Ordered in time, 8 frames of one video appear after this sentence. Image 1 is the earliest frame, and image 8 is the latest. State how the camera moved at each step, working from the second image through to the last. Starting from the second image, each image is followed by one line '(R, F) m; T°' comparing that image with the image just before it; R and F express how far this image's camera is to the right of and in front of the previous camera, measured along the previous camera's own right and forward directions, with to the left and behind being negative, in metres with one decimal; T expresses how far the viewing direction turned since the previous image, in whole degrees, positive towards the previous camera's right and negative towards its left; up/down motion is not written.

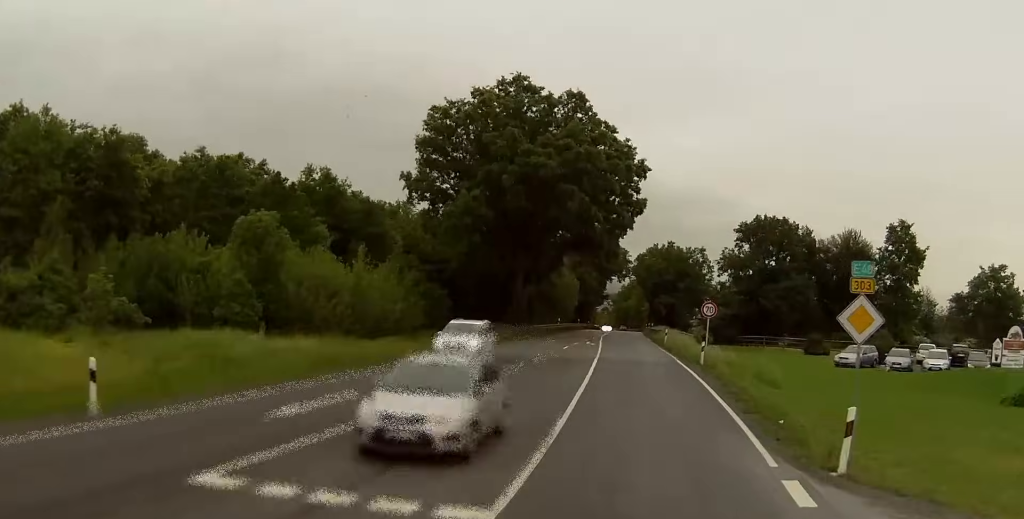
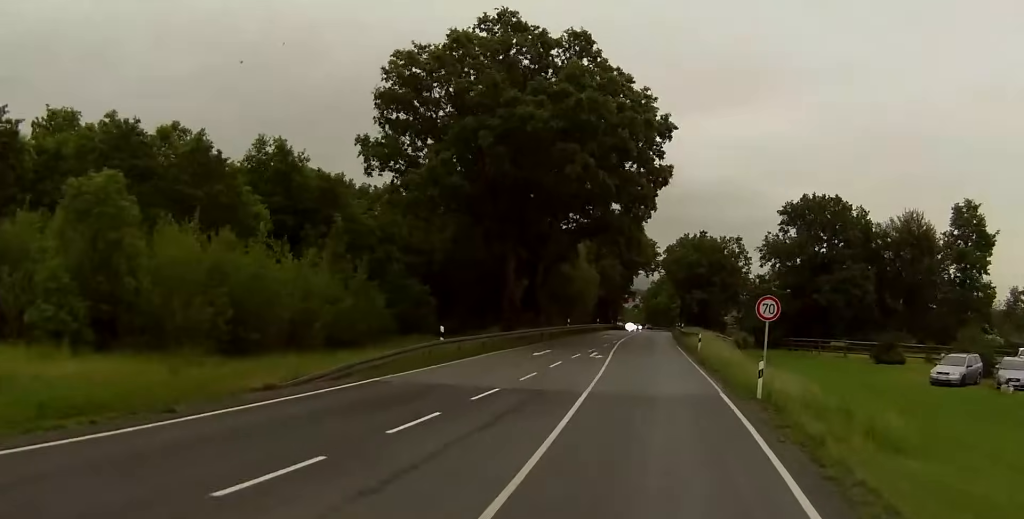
(-0.5, +15.6) m; -3°
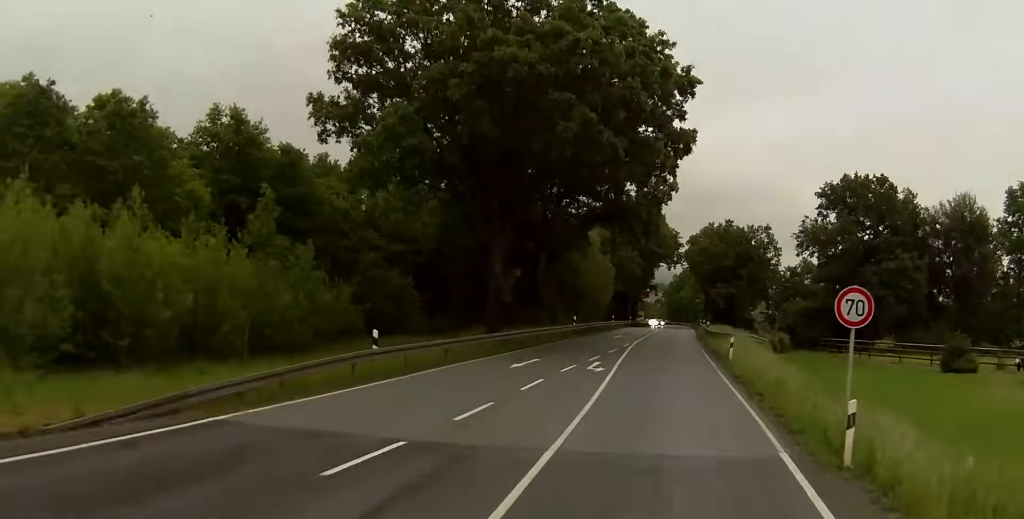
(-0.3, +10.4) m; -2°
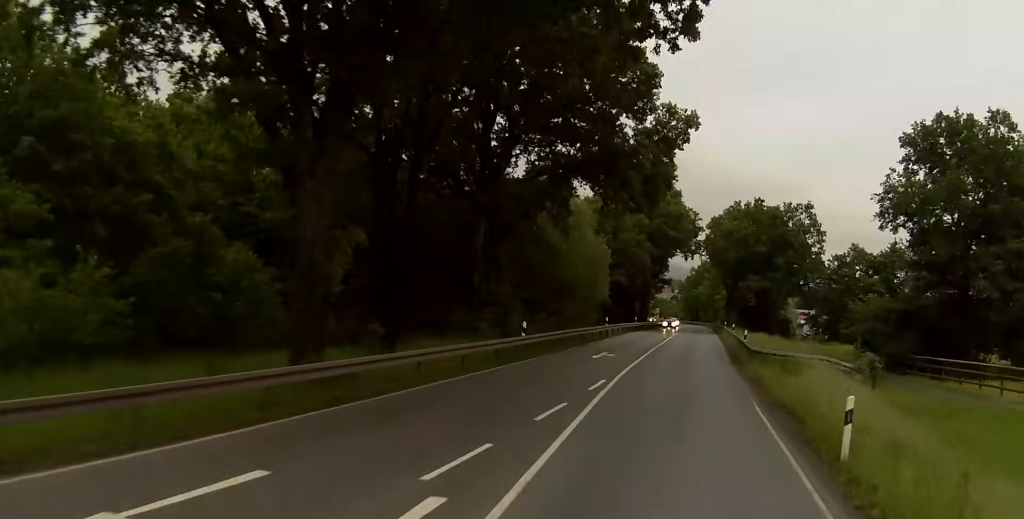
(-0.2, +24.1) m; -1°
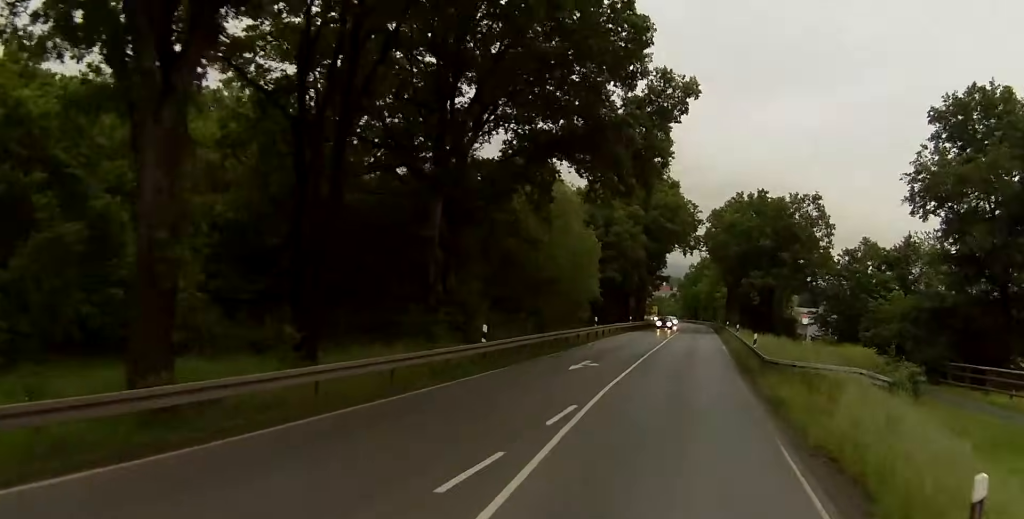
(0.0, +6.6) m; 0°
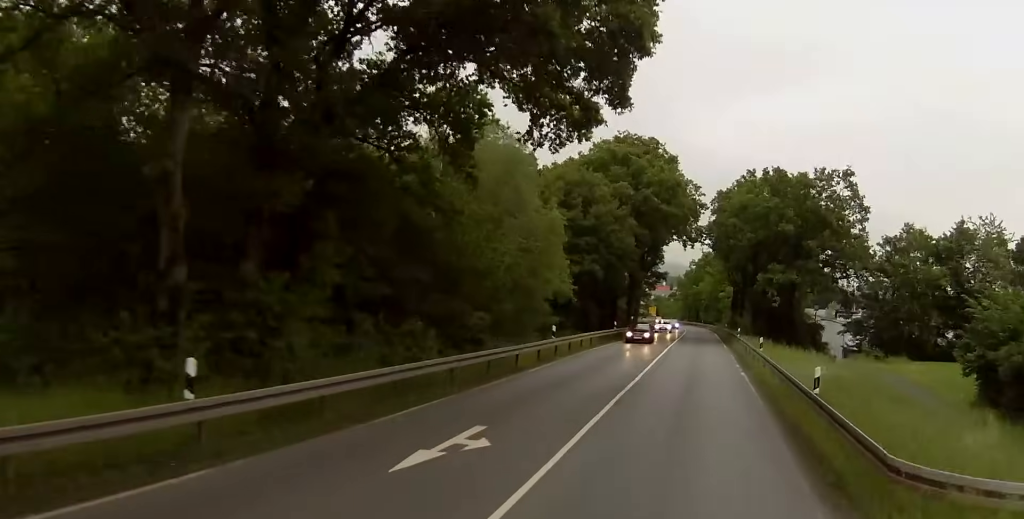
(0.0, +16.9) m; 0°
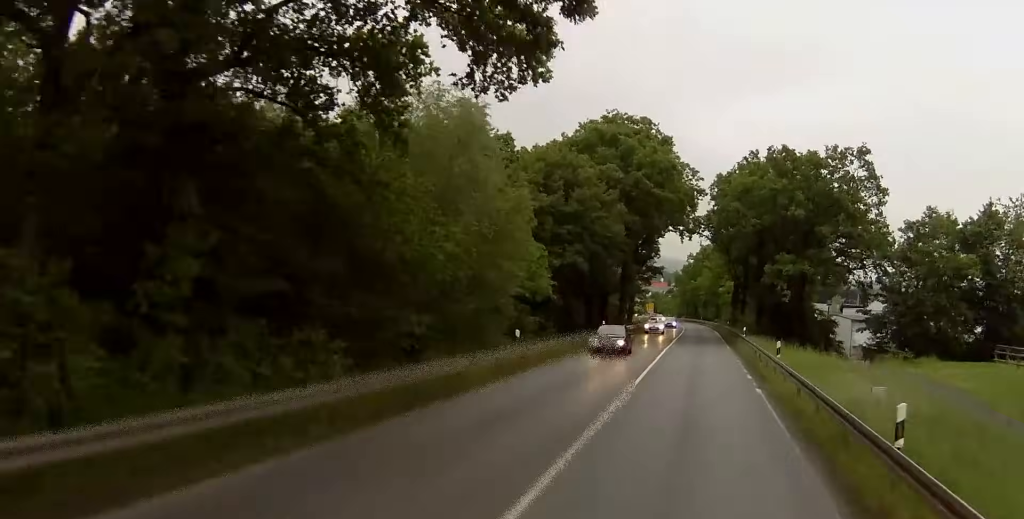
(0.0, +7.3) m; 0°
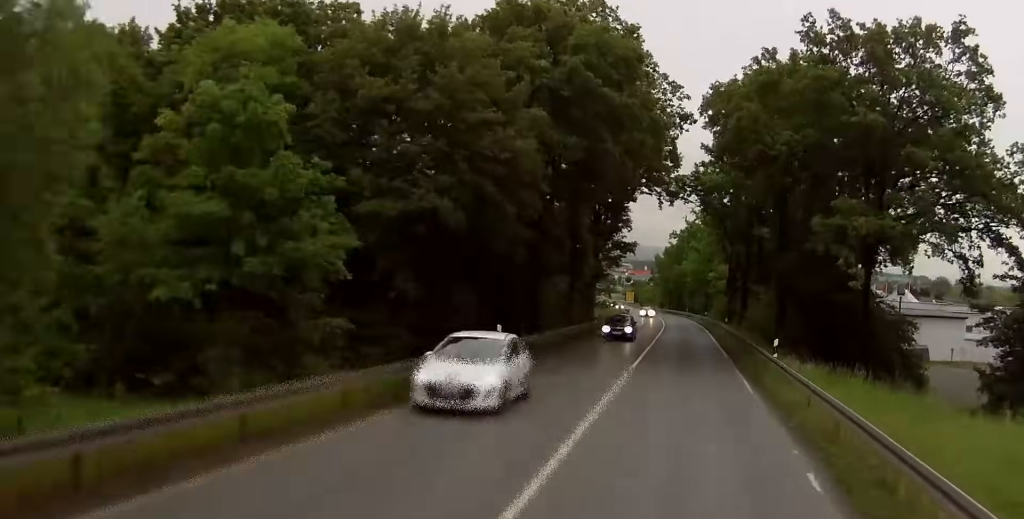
(0.0, +25.1) m; 0°
